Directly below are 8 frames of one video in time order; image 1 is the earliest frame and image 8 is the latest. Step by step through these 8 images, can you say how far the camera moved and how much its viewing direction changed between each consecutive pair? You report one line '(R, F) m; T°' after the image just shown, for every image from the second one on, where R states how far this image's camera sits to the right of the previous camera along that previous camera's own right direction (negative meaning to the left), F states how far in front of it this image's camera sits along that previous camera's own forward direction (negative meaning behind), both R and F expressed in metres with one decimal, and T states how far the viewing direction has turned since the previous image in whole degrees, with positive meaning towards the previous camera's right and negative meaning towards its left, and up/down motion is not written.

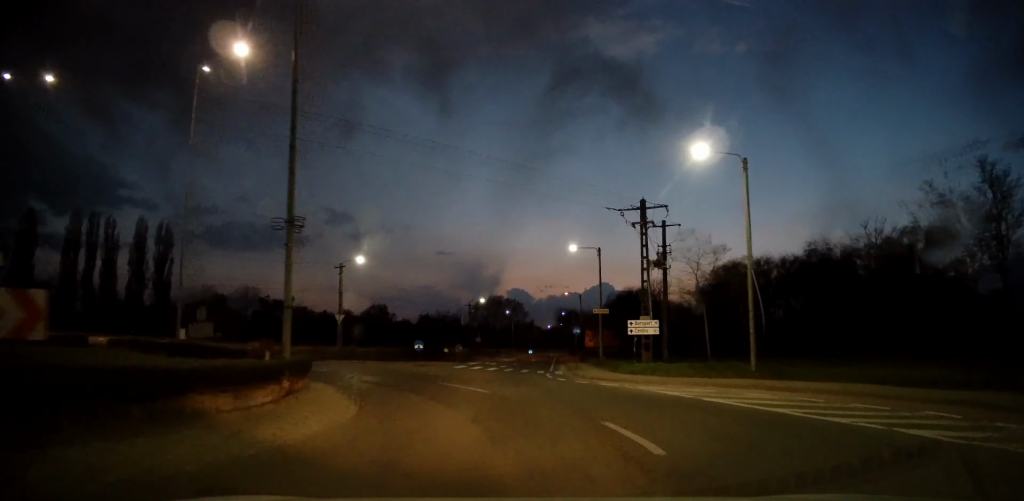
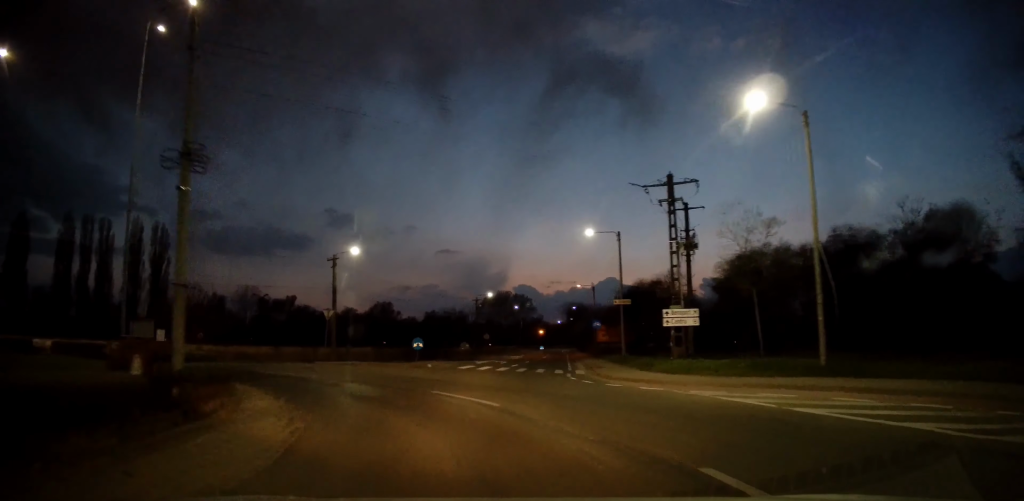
(+0.1, +3.8) m; -1°
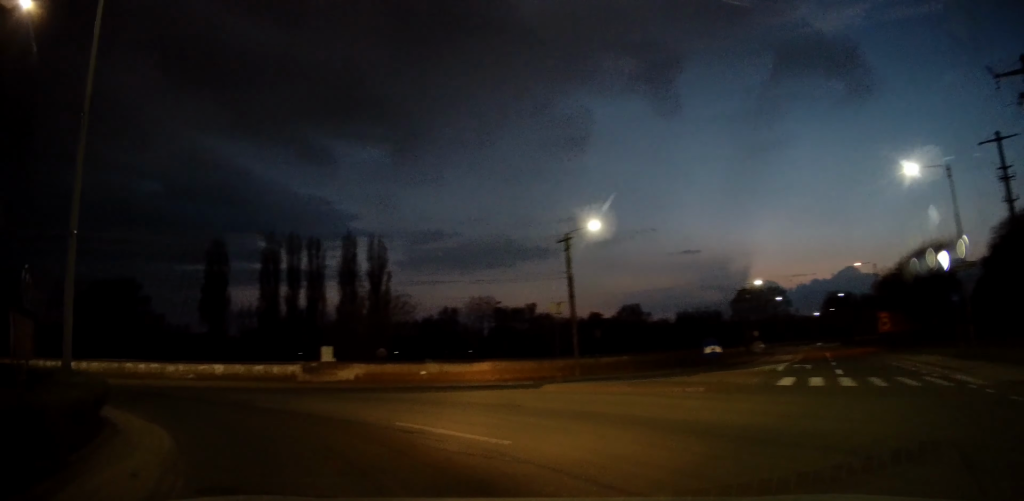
(-1.6, +11.0) m; -22°
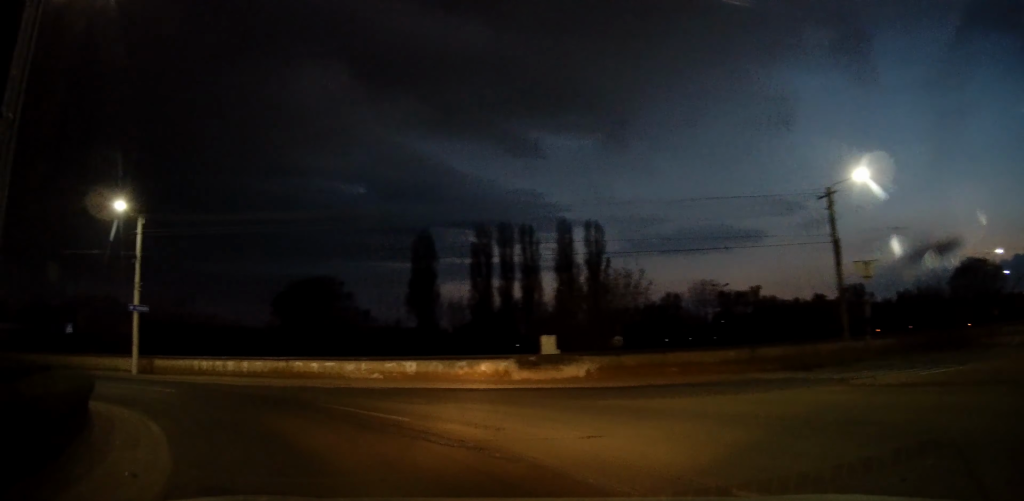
(-0.7, +5.7) m; -20°
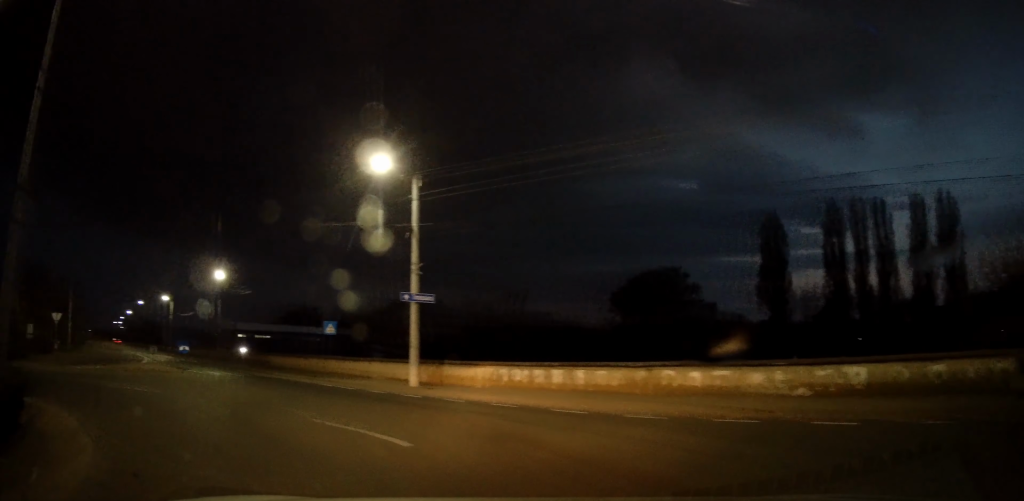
(-3.4, +9.1) m; -38°
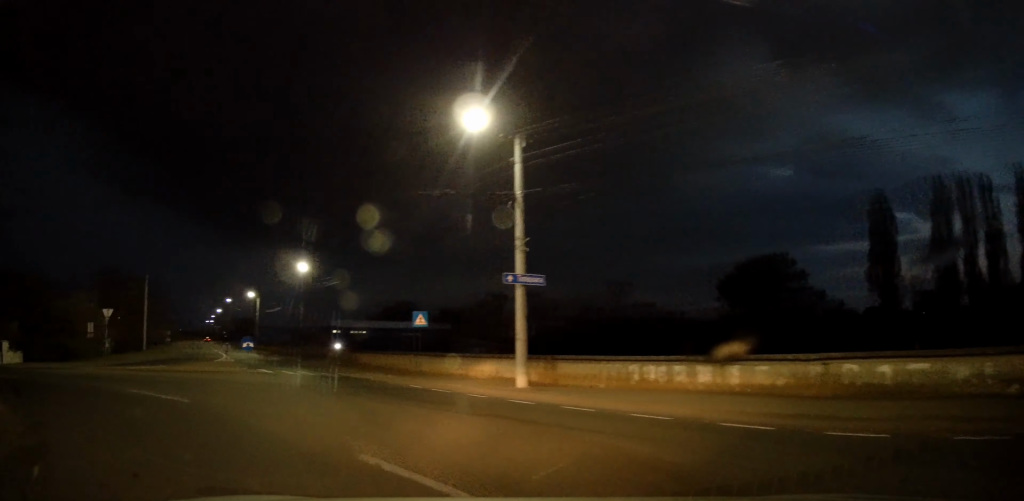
(-0.2, +3.7) m; -12°
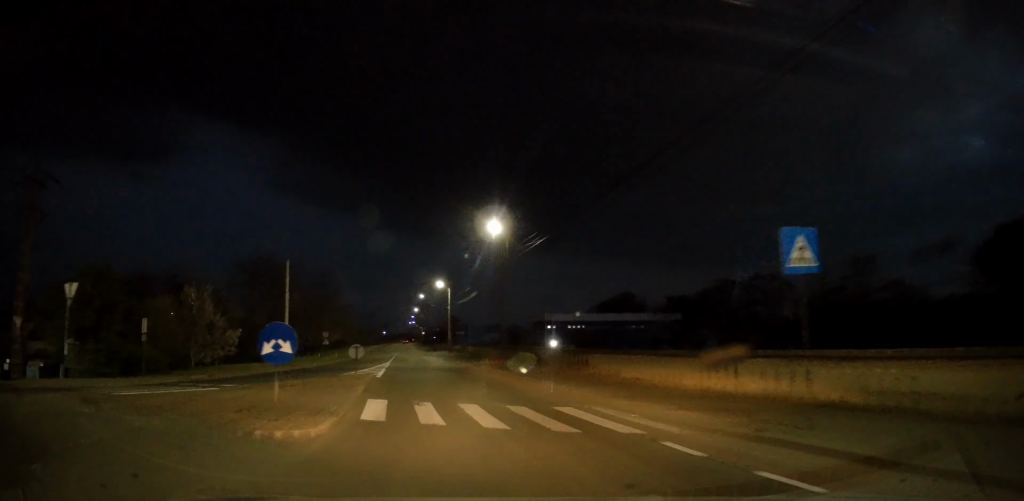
(-3.3, +14.2) m; -22°
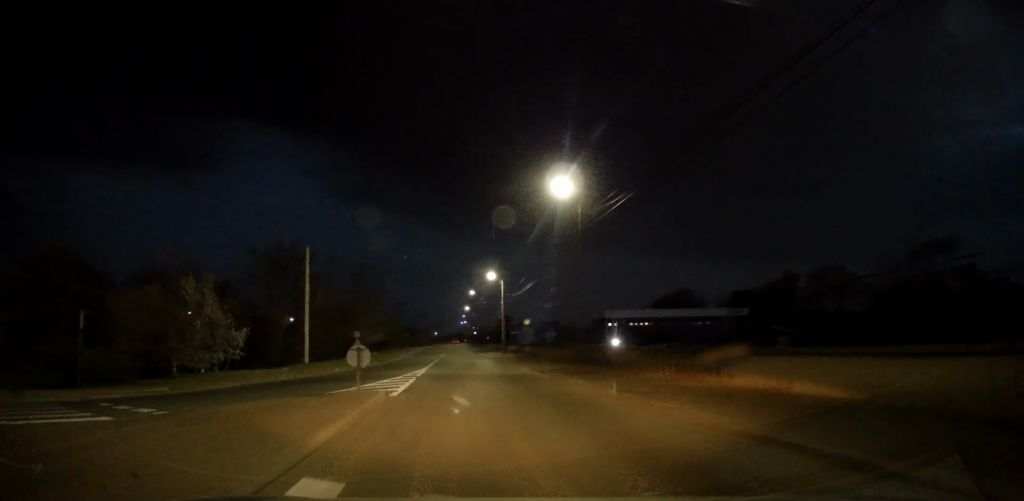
(-0.7, +7.1) m; -6°
